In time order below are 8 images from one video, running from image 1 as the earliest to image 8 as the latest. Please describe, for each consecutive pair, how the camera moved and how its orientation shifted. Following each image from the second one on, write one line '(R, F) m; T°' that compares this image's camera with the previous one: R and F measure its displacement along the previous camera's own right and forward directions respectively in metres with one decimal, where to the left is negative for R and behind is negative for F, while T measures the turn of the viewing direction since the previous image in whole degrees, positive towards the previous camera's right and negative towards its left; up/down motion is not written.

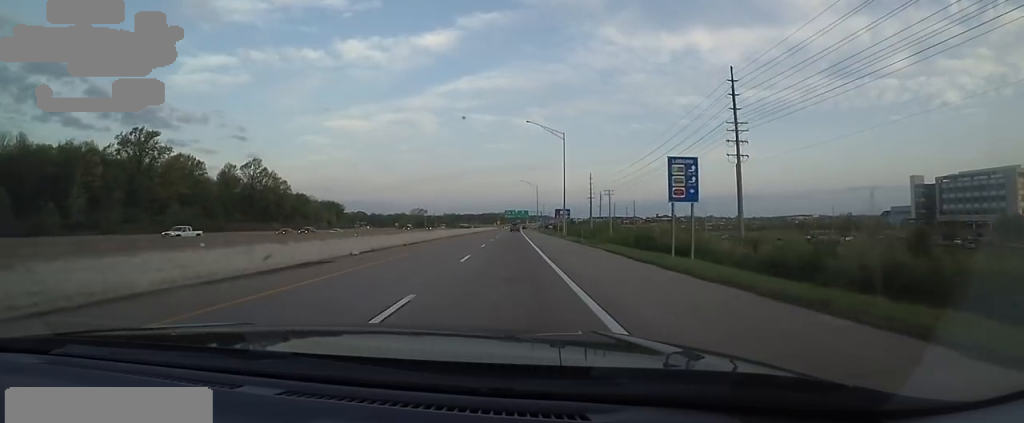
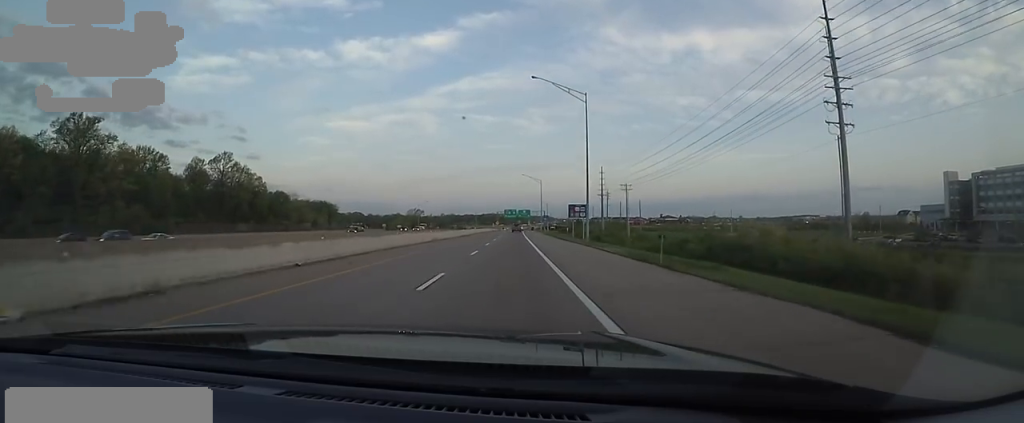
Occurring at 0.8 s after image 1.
(+1.2, +19.9) m; 0°
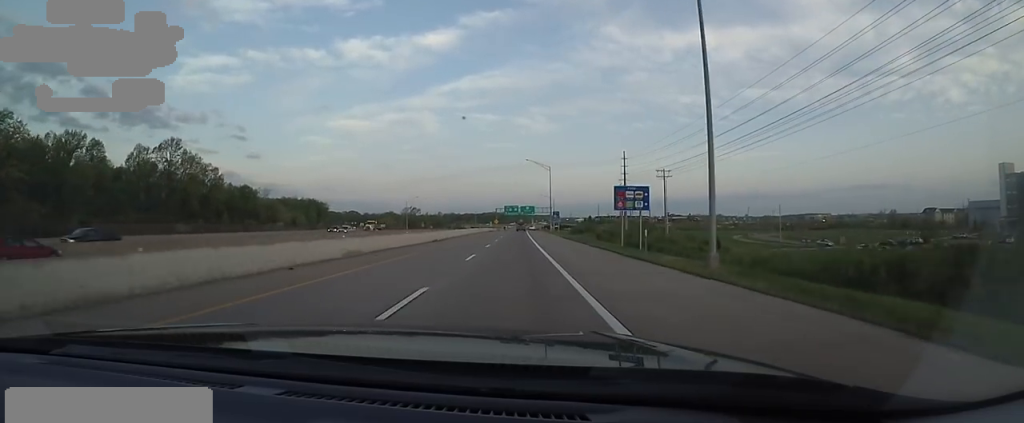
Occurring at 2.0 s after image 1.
(-1.4, +29.0) m; -1°
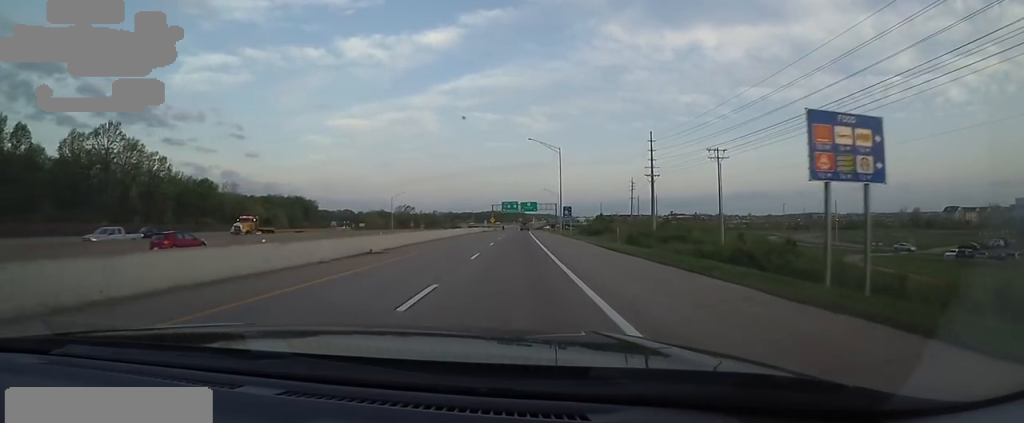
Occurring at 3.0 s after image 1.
(+0.6, +24.9) m; +1°
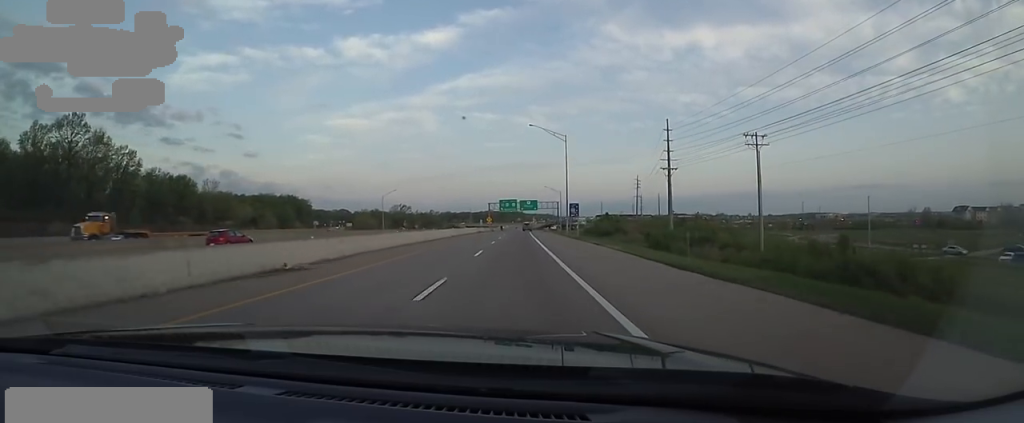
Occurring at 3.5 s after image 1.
(-0.4, +11.3) m; +1°
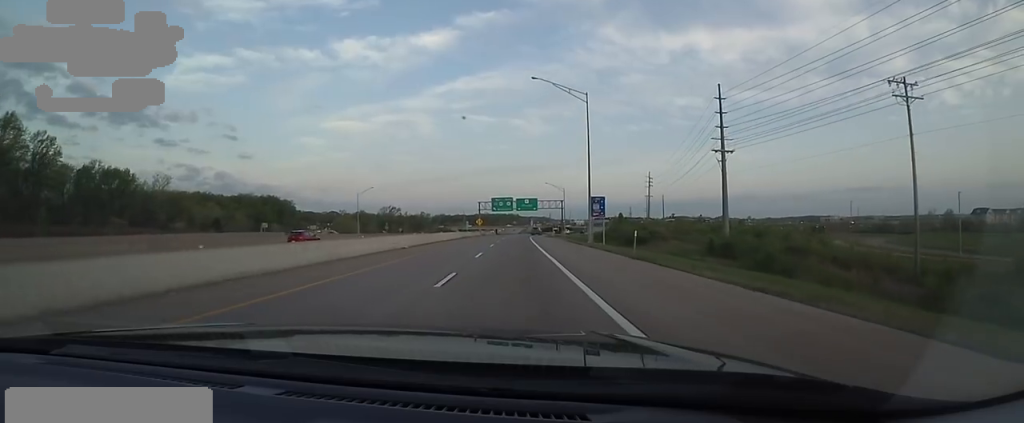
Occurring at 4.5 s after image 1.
(+0.8, +23.5) m; +3°
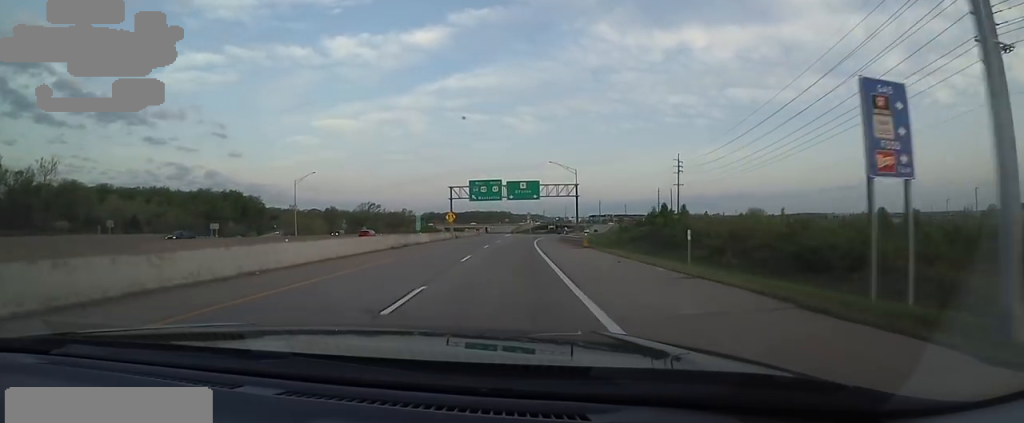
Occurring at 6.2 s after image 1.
(-0.2, +37.9) m; -1°
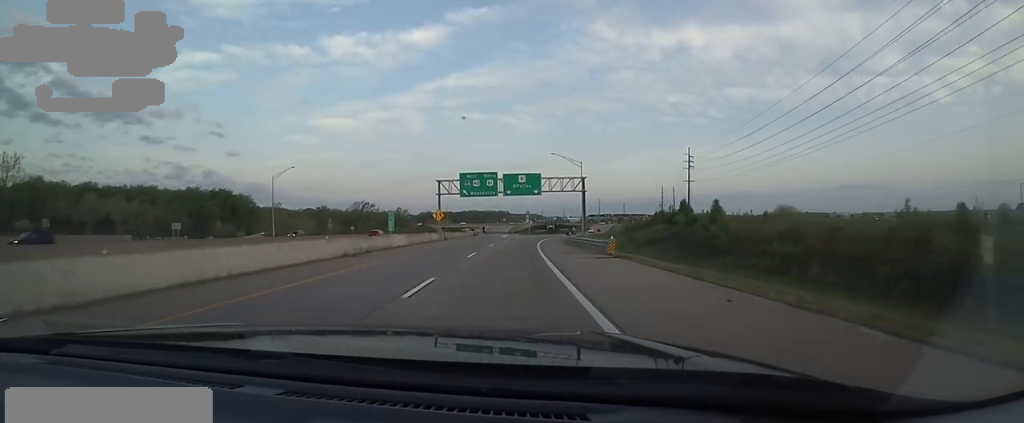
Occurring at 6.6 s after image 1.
(-0.3, +9.3) m; 0°
